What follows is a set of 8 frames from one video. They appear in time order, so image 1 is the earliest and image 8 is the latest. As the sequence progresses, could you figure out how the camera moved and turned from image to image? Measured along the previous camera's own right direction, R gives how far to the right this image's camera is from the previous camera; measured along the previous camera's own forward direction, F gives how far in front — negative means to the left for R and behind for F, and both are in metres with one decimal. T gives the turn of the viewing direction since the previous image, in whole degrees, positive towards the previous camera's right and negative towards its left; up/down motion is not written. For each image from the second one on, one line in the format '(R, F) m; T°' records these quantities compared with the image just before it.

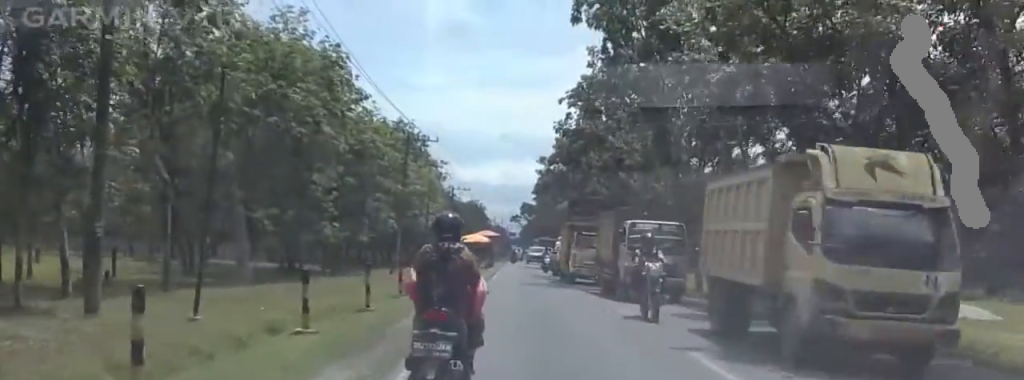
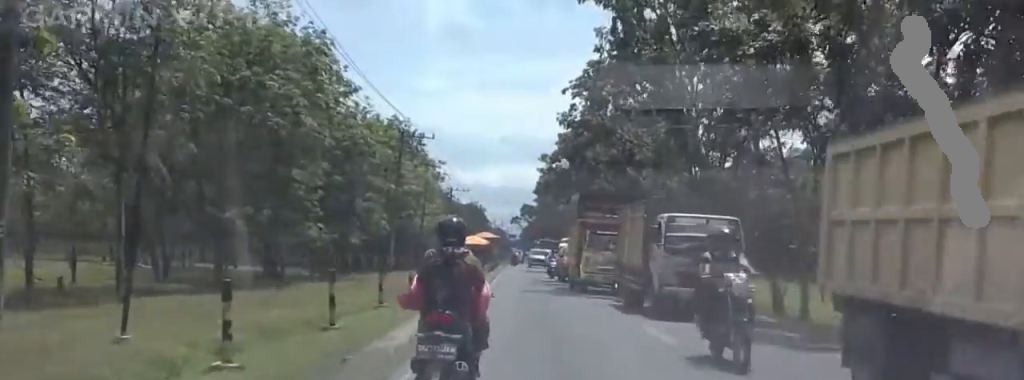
(0.0, +3.8) m; 0°
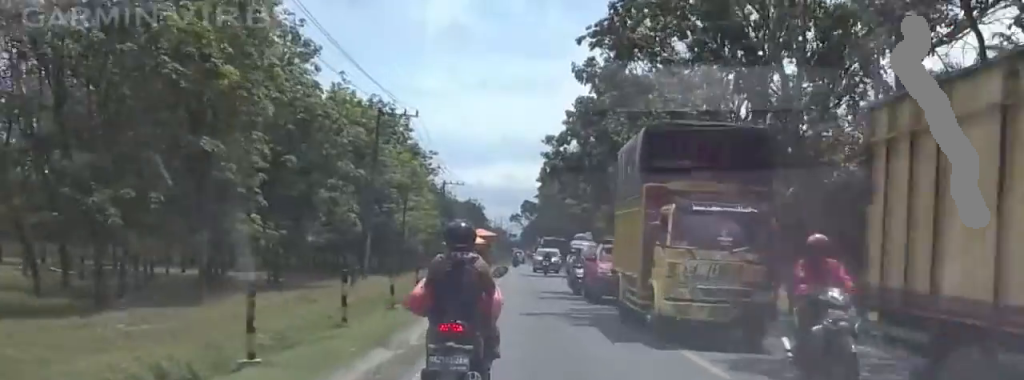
(0.0, +10.6) m; 0°
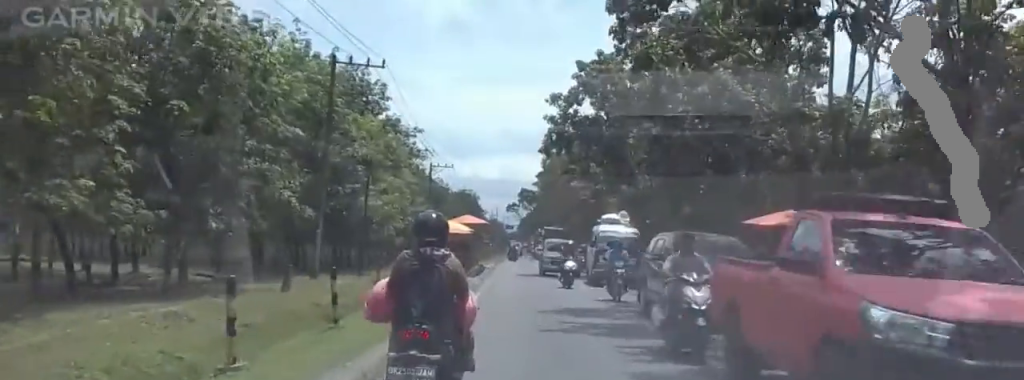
(0.0, +12.8) m; 0°
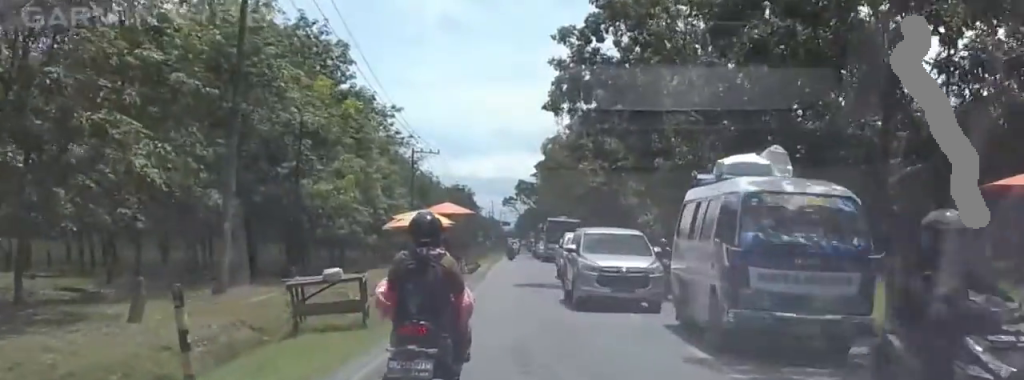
(0.0, +14.6) m; 0°
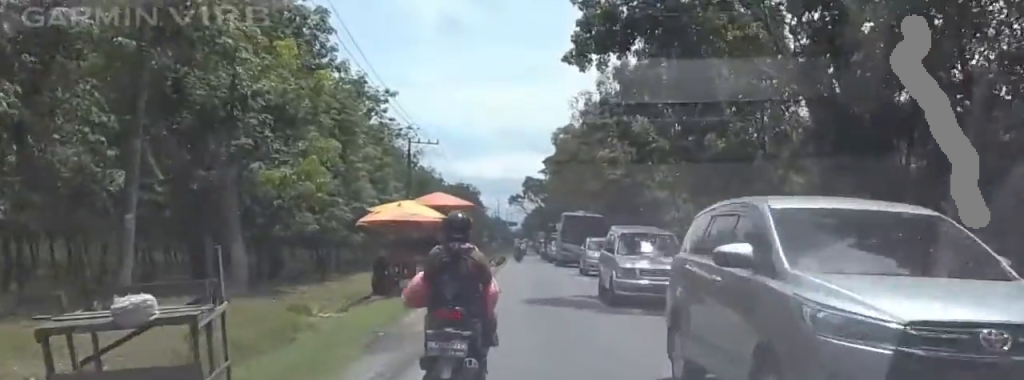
(0.0, +9.4) m; 0°
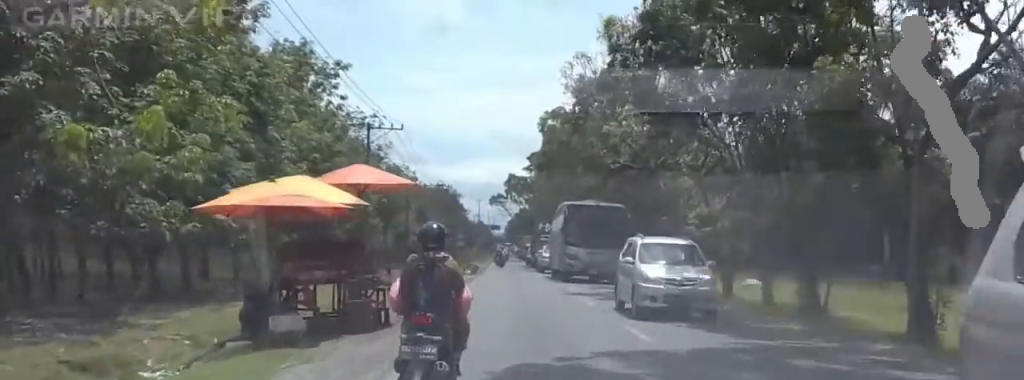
(0.0, +12.6) m; 0°
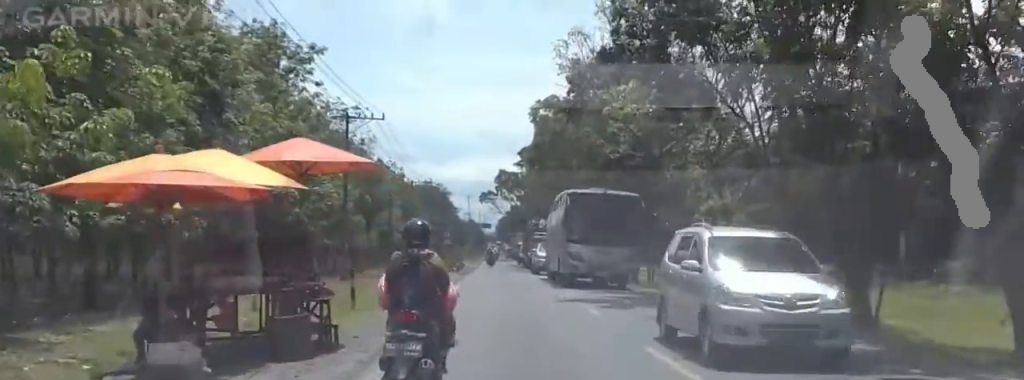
(0.0, +4.2) m; 0°
